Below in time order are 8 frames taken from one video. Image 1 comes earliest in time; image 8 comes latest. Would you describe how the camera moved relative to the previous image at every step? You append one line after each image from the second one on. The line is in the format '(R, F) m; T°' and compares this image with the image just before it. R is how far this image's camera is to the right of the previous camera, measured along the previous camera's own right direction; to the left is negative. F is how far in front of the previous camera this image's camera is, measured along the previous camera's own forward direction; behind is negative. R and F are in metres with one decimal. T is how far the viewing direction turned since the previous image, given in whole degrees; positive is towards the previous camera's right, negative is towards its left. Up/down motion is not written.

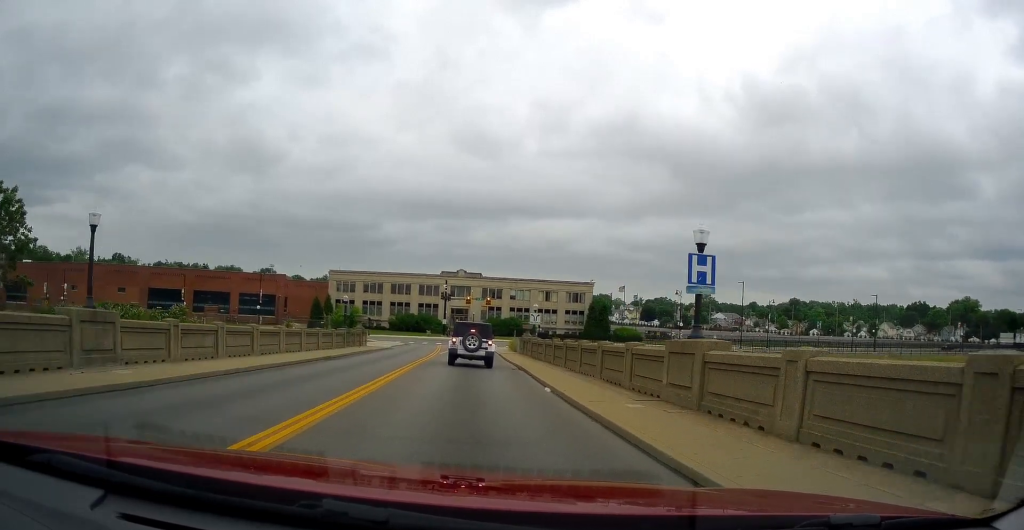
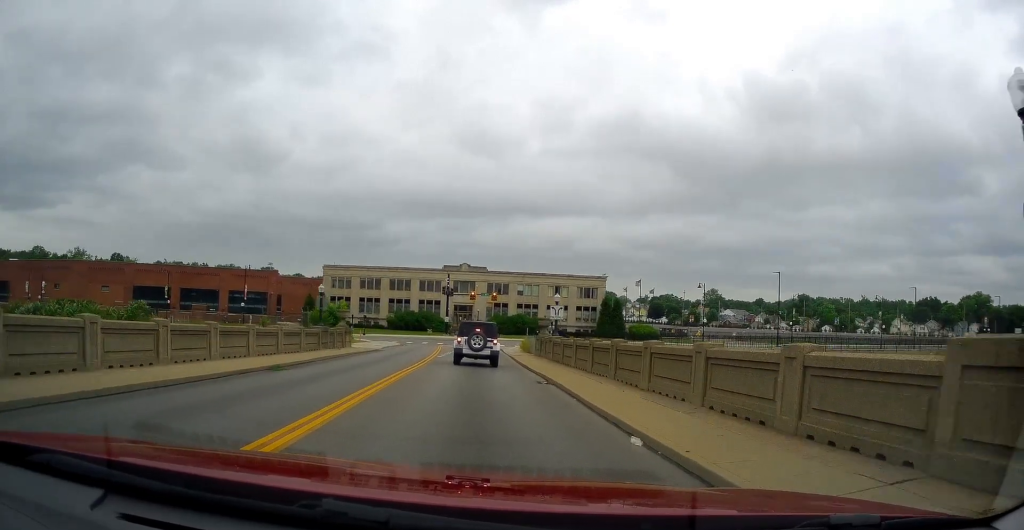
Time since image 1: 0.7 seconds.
(-0.3, +7.7) m; -1°
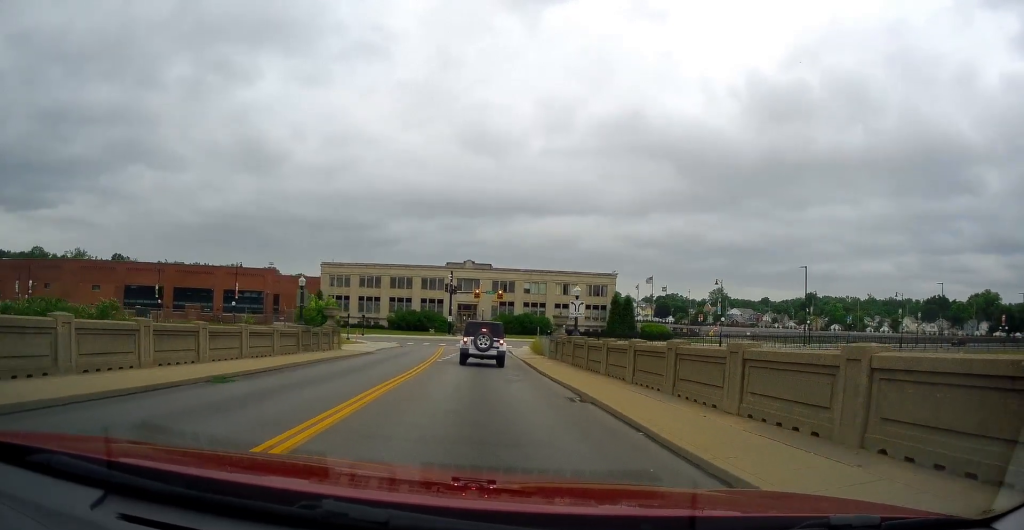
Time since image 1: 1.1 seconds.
(+0.1, +4.5) m; +1°
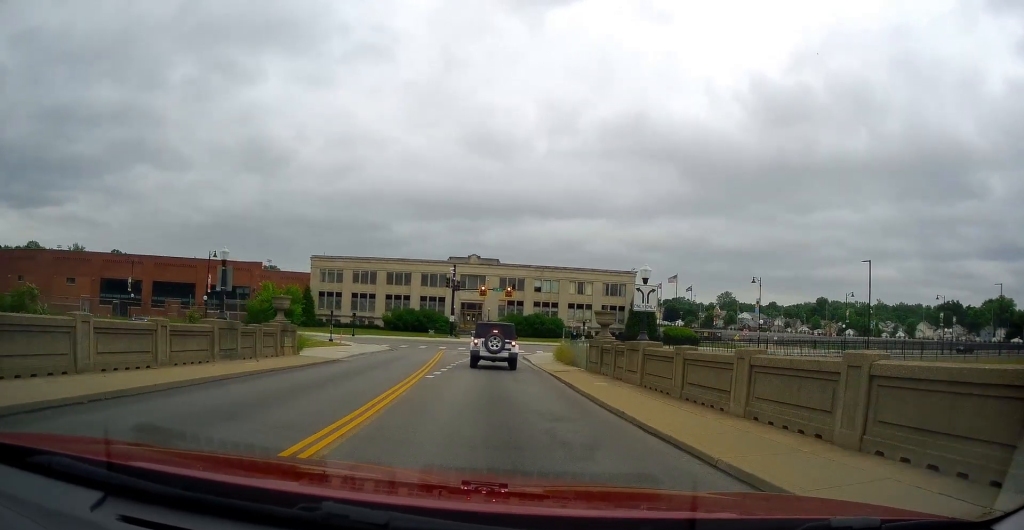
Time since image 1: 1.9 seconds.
(+0.1, +9.5) m; +1°
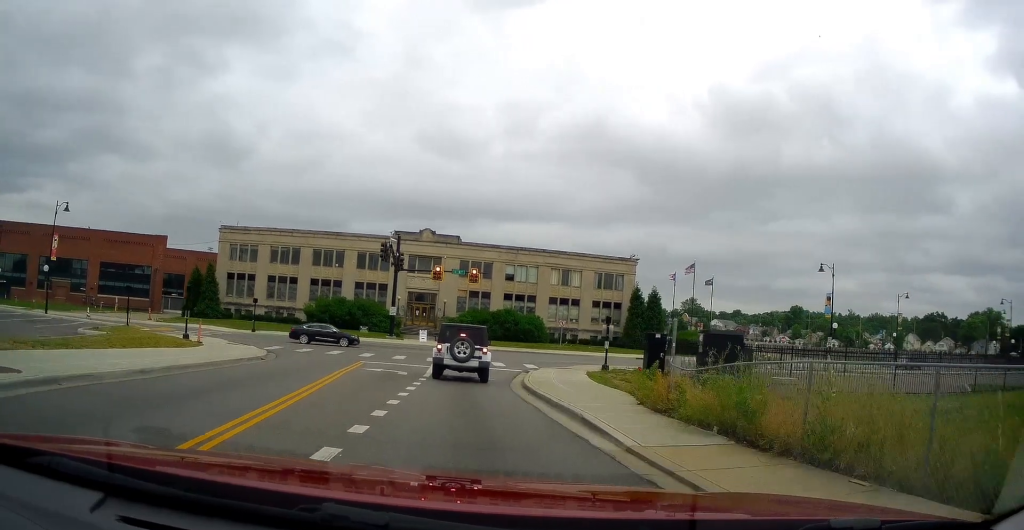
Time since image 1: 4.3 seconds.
(-0.3, +21.7) m; +2°
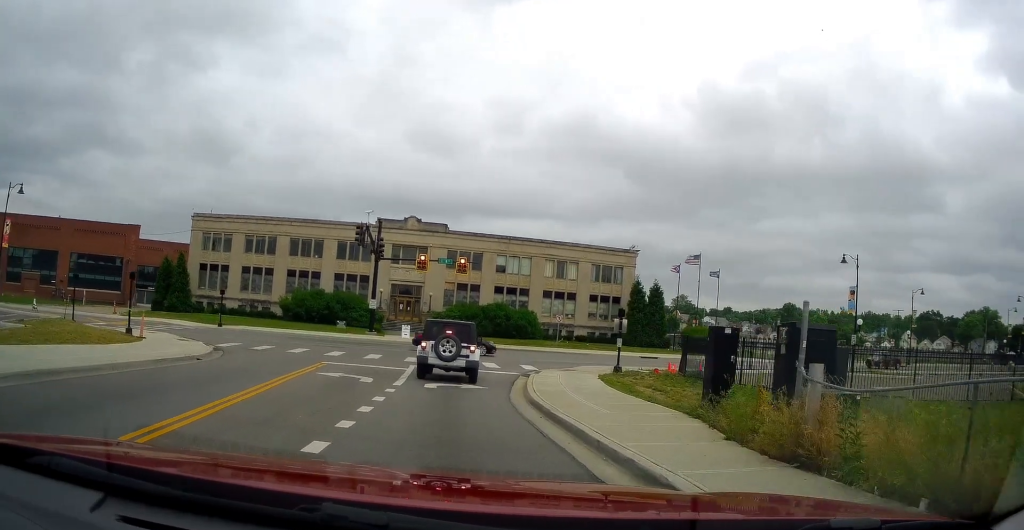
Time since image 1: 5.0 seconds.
(+0.1, +4.8) m; +5°
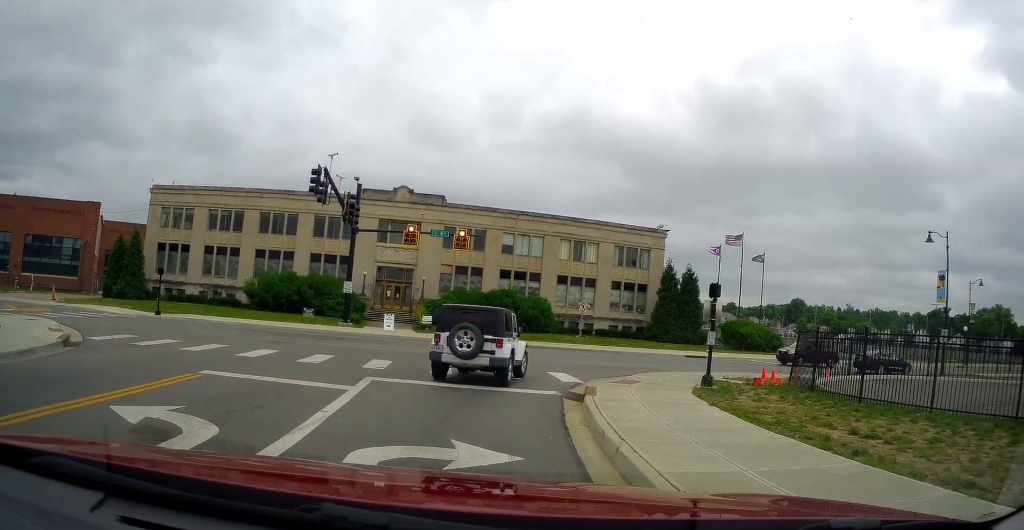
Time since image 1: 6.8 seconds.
(+1.0, +9.5) m; +7°
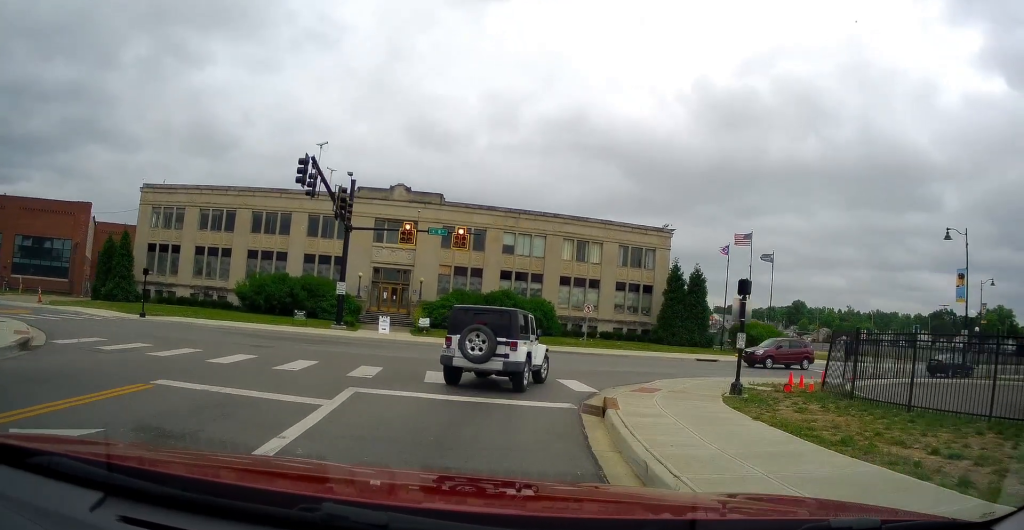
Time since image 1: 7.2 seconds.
(-0.1, +1.8) m; -2°
